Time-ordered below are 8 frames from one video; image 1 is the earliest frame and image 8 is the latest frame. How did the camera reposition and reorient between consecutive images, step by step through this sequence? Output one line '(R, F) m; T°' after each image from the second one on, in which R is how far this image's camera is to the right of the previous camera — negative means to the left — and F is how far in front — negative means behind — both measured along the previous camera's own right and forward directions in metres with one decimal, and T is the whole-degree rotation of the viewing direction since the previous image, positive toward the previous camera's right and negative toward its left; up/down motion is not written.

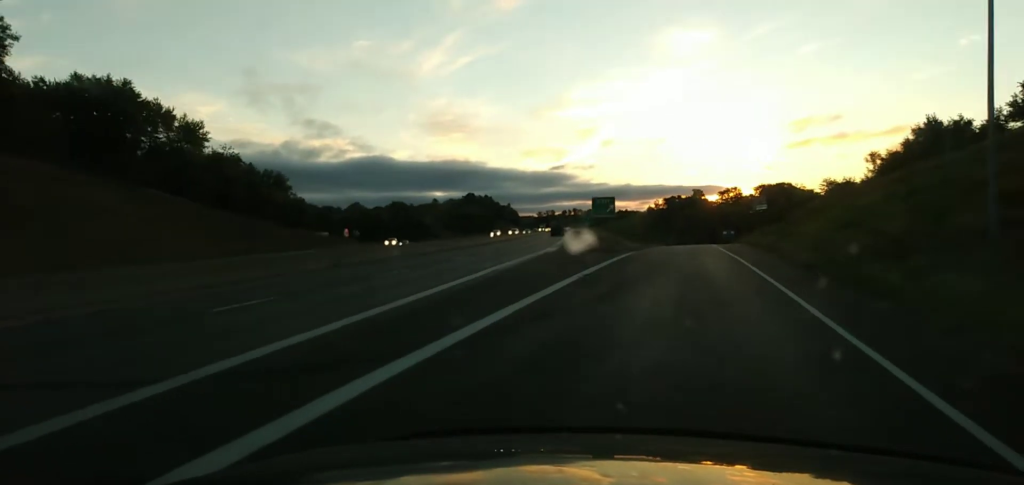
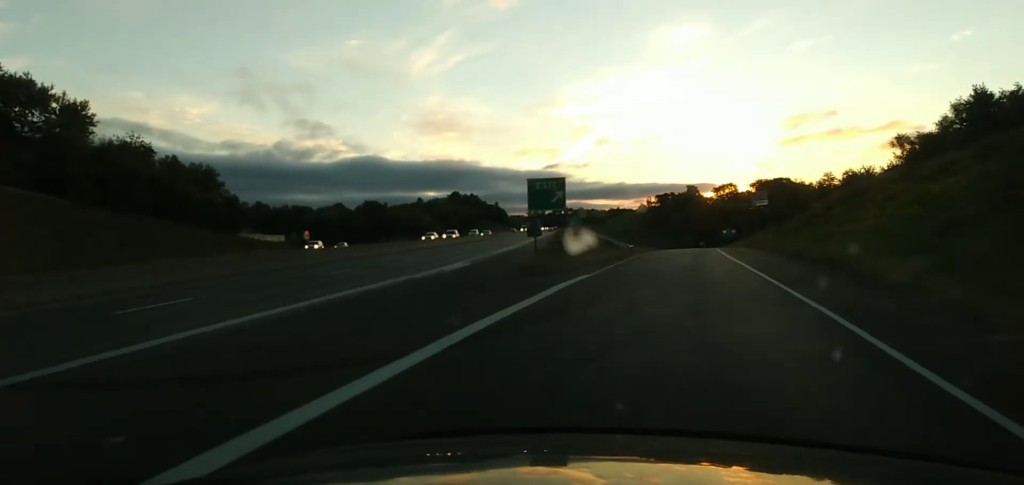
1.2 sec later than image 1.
(+0.1, +26.9) m; 0°
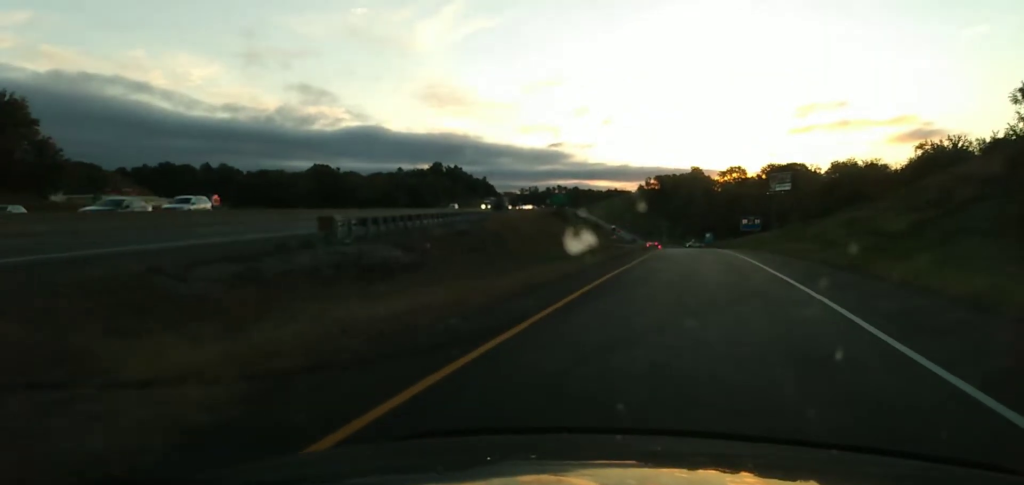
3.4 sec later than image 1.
(+0.3, +45.0) m; +1°
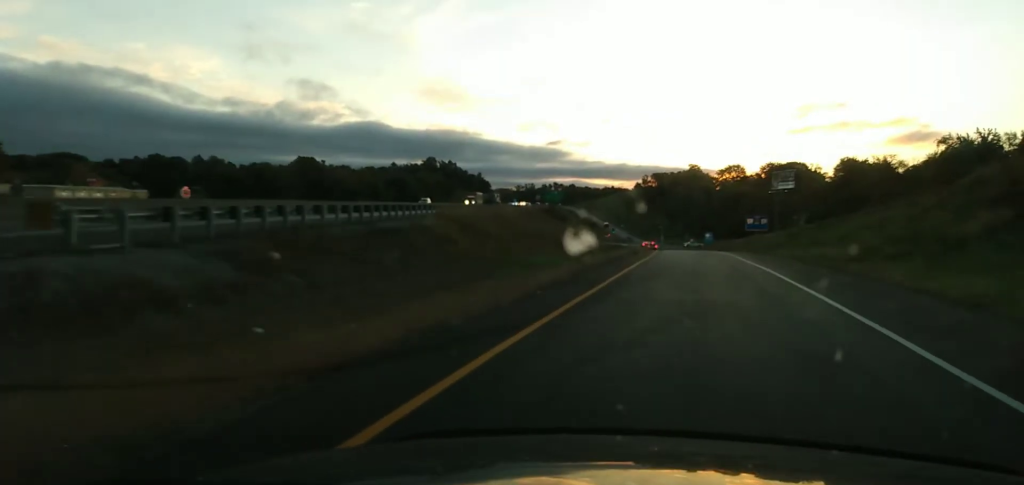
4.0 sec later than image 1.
(-0.1, +12.2) m; 0°
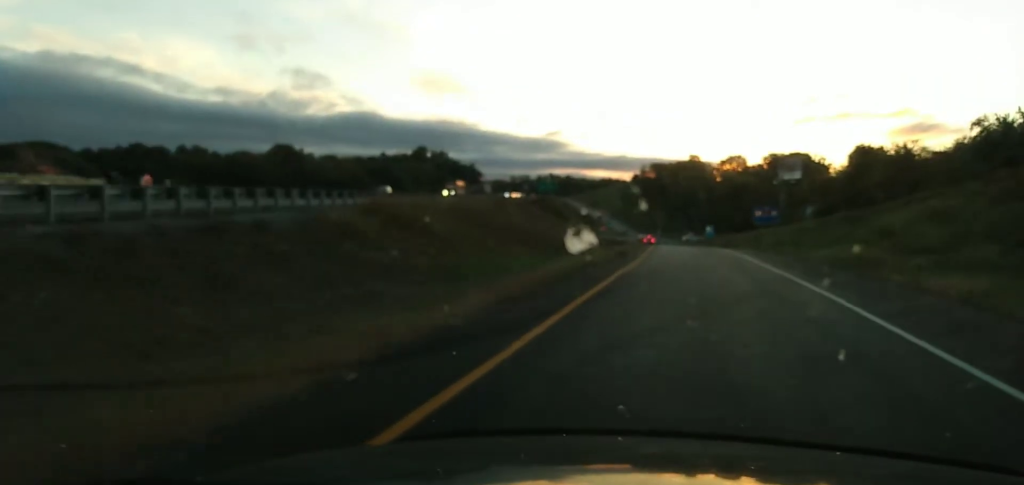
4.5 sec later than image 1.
(0.0, +9.6) m; 0°
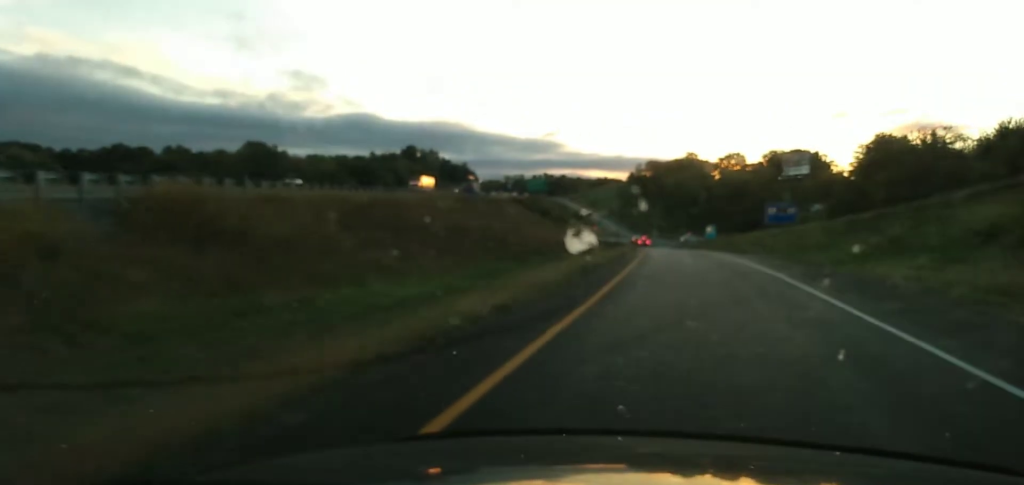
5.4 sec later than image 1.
(+0.2, +16.8) m; 0°
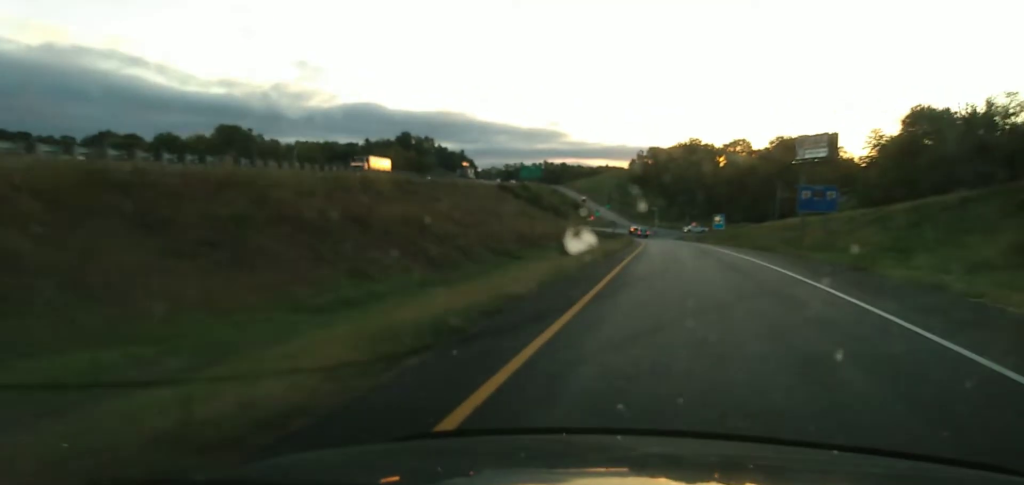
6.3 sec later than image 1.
(-0.3, +17.5) m; -1°
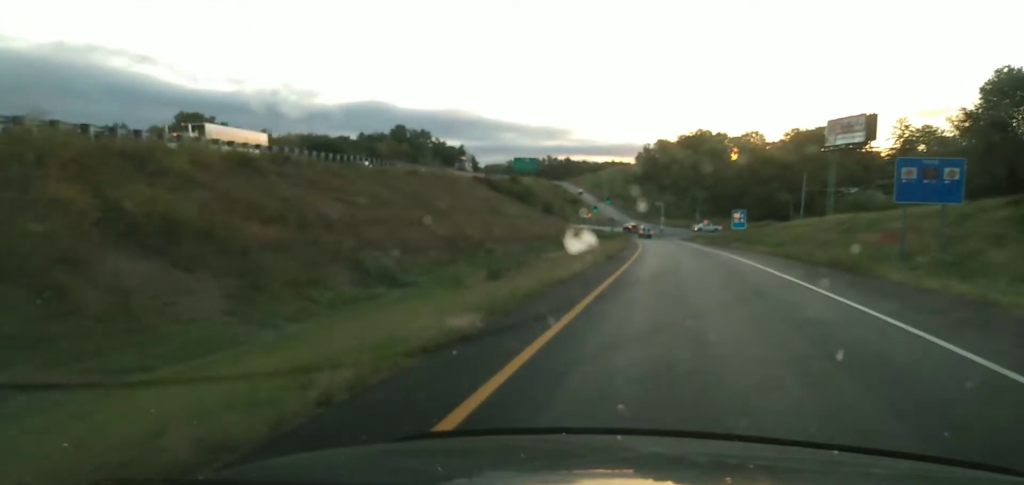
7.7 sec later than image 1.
(+0.1, +23.5) m; 0°
